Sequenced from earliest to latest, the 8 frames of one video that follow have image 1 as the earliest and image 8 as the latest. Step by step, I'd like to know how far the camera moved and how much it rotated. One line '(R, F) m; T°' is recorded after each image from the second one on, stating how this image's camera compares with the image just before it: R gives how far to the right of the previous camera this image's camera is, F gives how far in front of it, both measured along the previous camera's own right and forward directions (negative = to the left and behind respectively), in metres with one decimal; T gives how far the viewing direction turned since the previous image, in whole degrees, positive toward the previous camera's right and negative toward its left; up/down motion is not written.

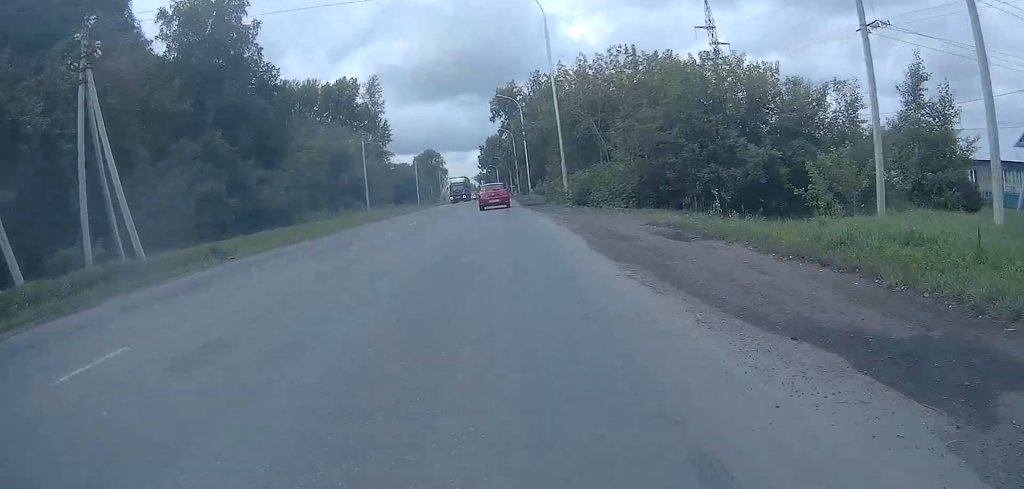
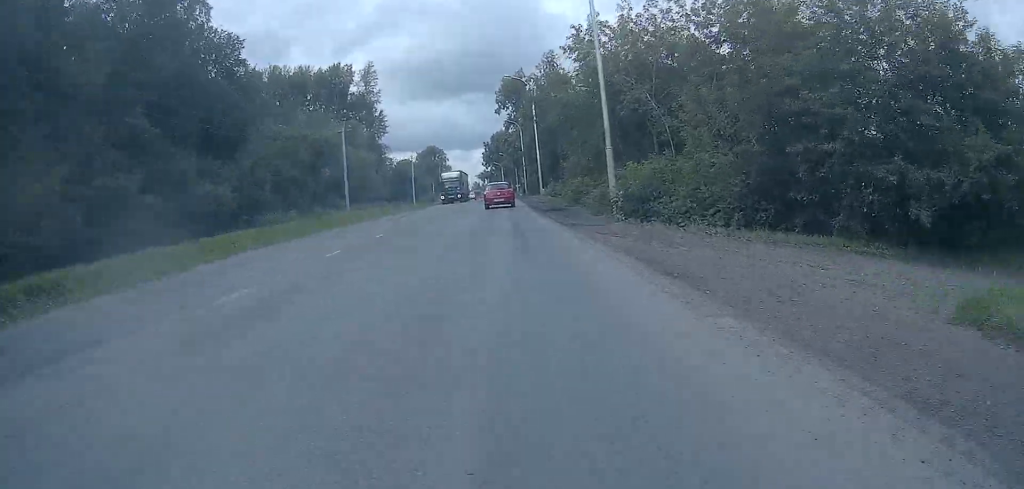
(-0.1, +11.9) m; -1°
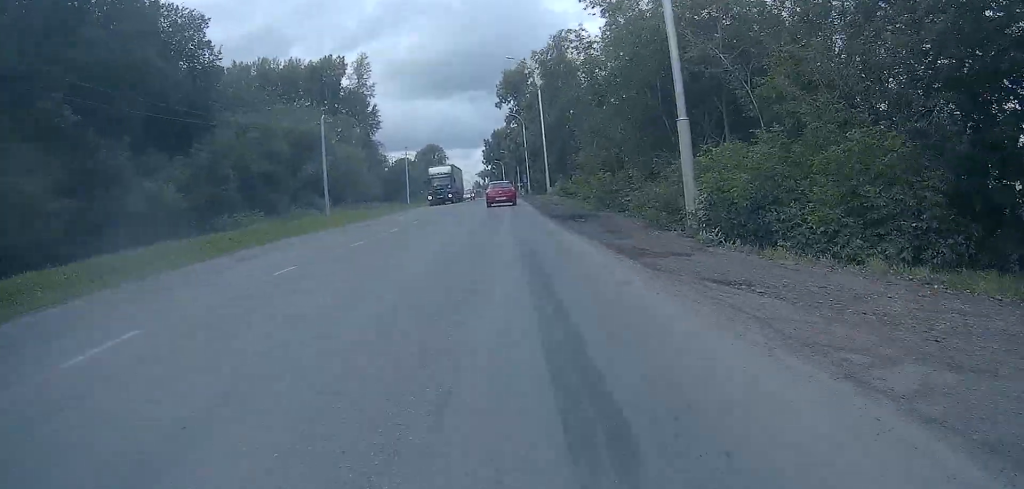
(-0.1, +7.6) m; -1°
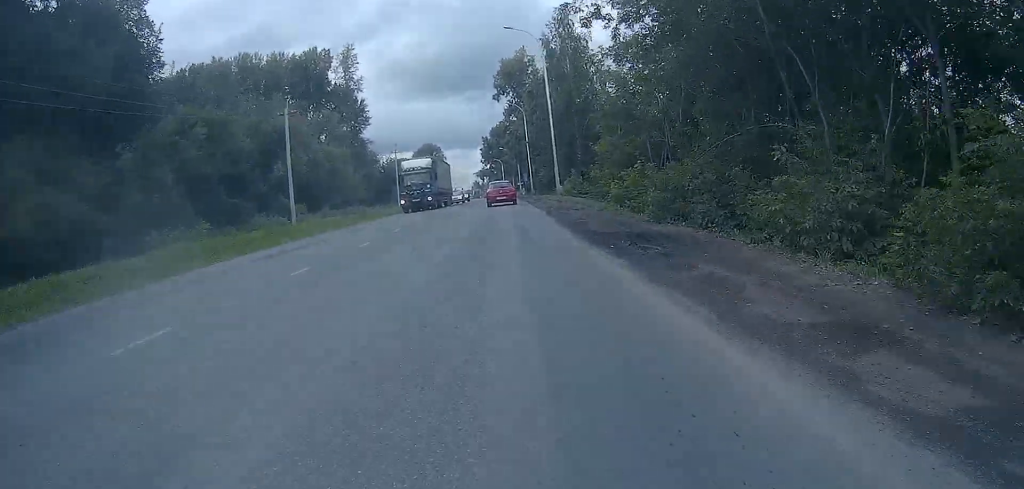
(0.0, +9.2) m; 0°
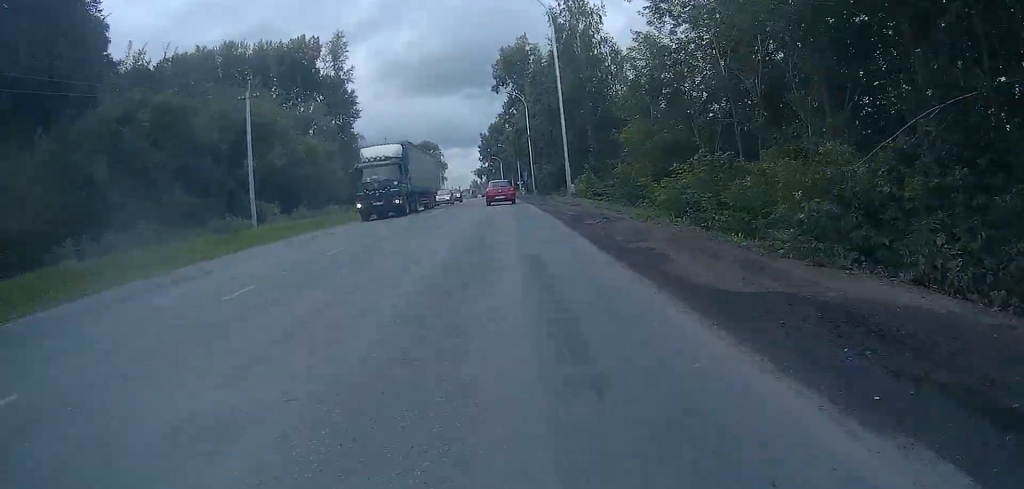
(0.0, +7.3) m; 0°
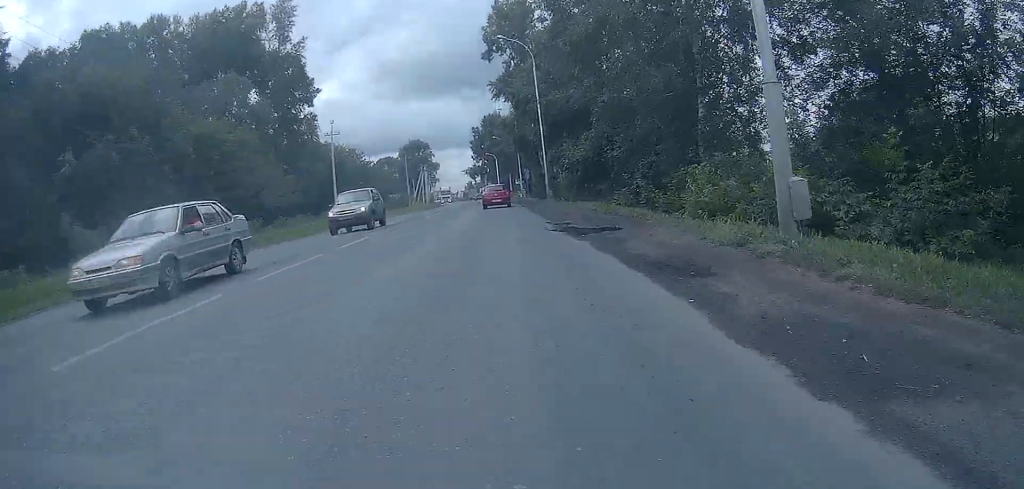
(-0.3, +25.4) m; -1°
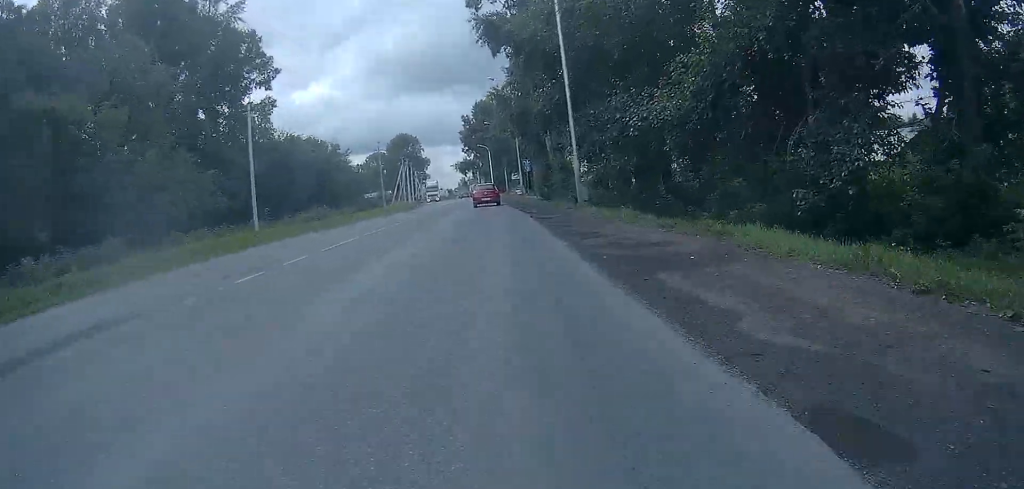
(+0.3, +19.3) m; +2°
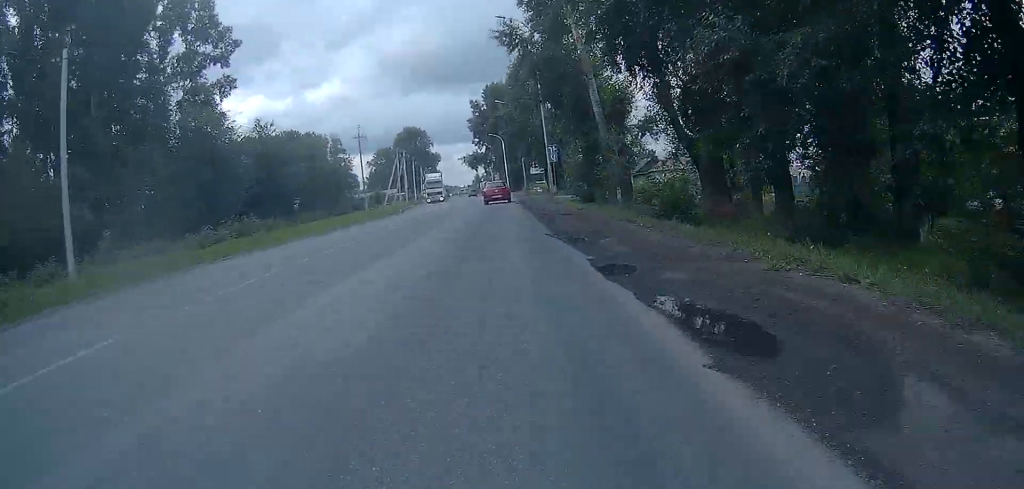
(+0.3, +21.0) m; +1°
